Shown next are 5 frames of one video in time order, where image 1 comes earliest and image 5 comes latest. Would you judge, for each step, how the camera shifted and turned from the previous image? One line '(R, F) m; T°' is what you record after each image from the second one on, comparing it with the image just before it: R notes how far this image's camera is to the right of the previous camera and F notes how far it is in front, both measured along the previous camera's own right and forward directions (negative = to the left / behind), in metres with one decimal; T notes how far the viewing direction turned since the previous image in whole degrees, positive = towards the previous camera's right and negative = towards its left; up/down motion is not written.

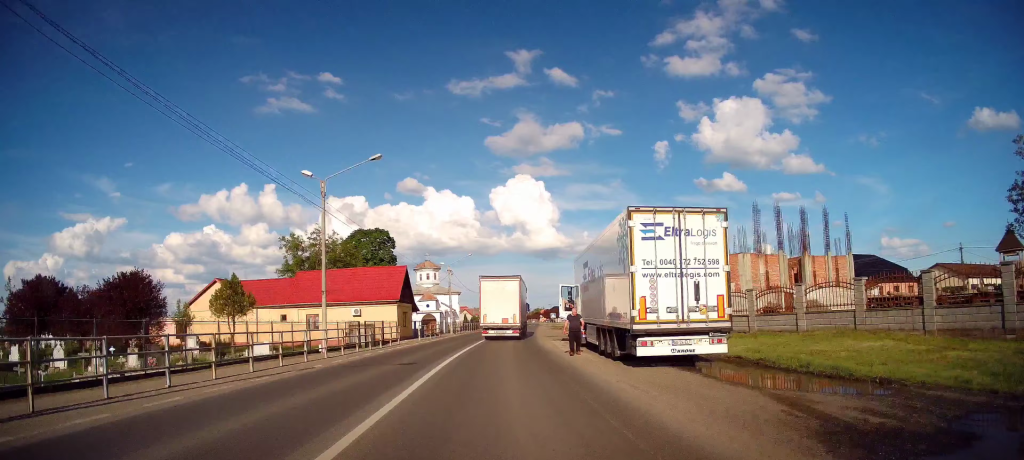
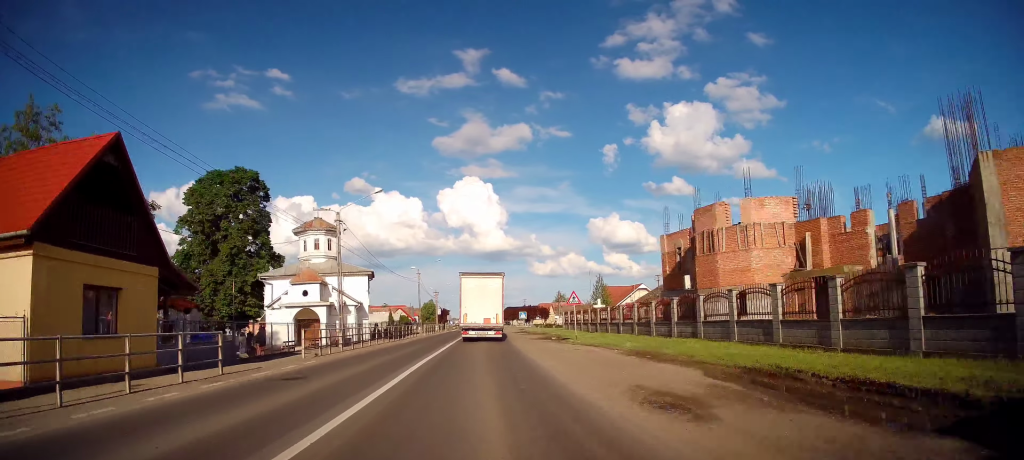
(+4.3, +42.5) m; +10°
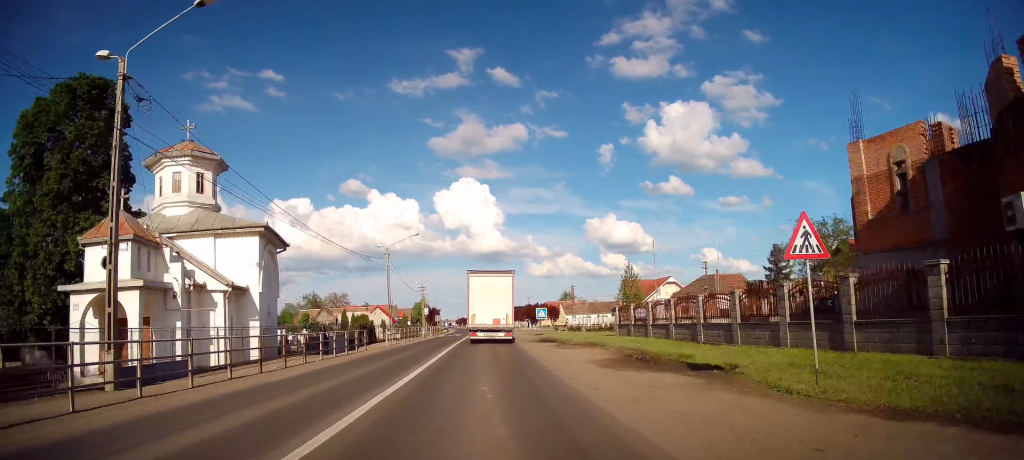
(0.0, +21.0) m; +1°
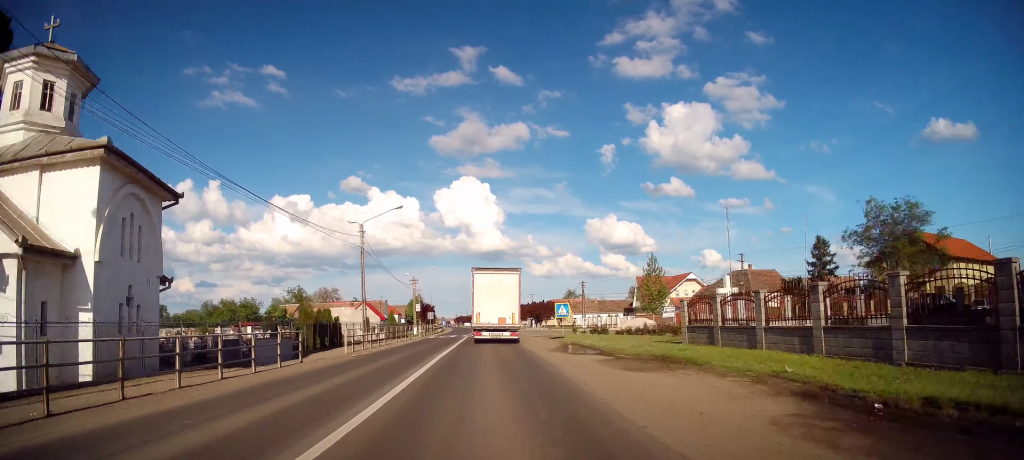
(-0.1, +10.8) m; +2°
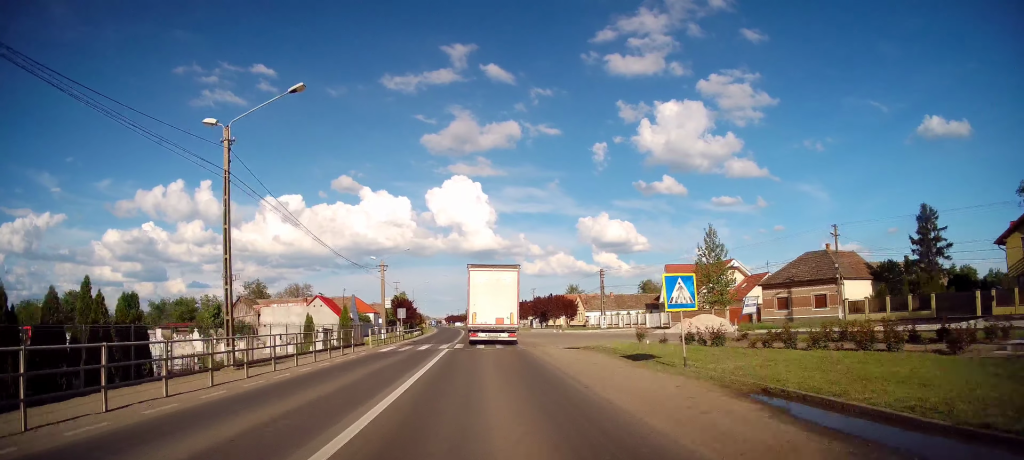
(+0.4, +19.8) m; 0°
